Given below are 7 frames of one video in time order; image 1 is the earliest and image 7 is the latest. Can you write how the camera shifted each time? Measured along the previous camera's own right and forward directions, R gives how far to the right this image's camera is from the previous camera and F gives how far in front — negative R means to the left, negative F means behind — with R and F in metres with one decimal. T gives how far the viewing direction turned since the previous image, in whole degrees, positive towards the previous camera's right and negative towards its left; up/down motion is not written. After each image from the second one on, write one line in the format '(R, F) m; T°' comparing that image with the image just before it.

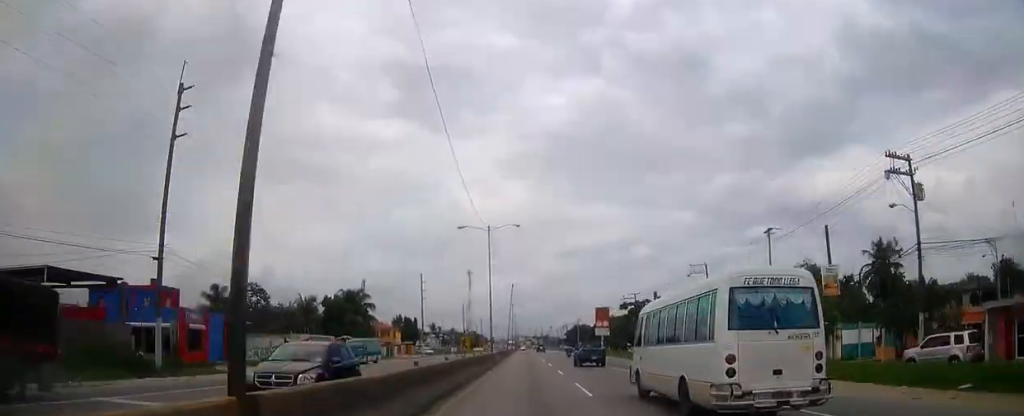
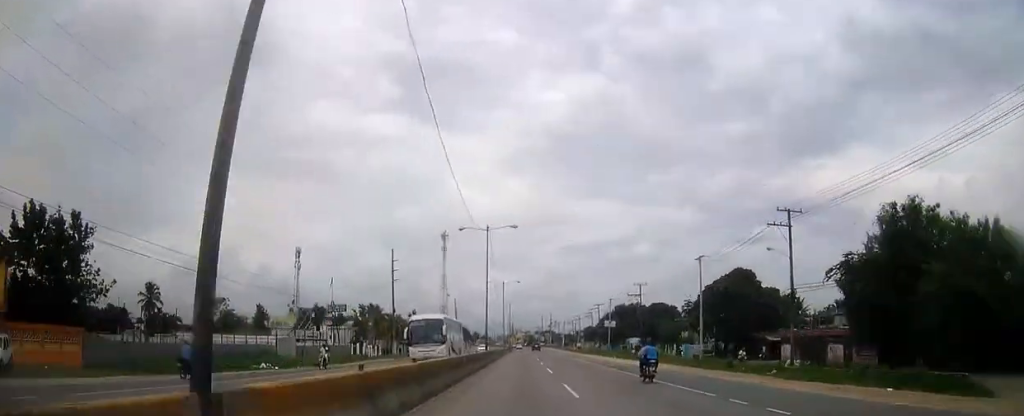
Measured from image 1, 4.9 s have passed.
(+0.1, +121.2) m; 0°
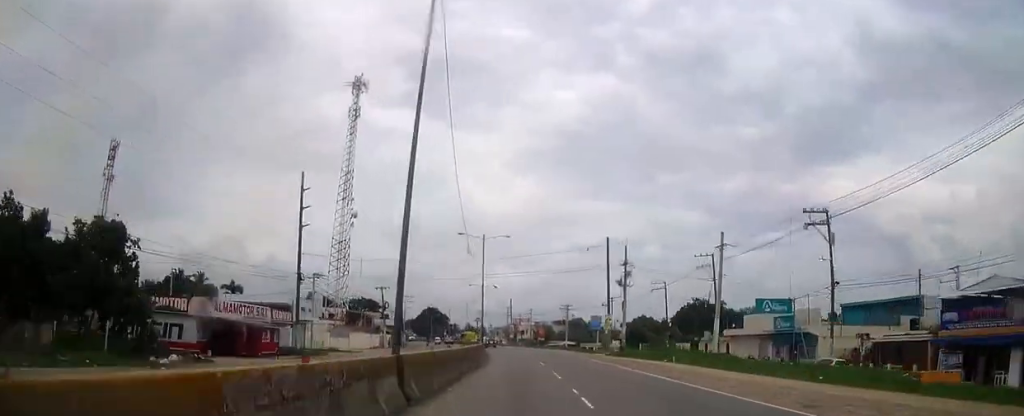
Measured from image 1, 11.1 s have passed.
(-1.0, +150.2) m; -2°
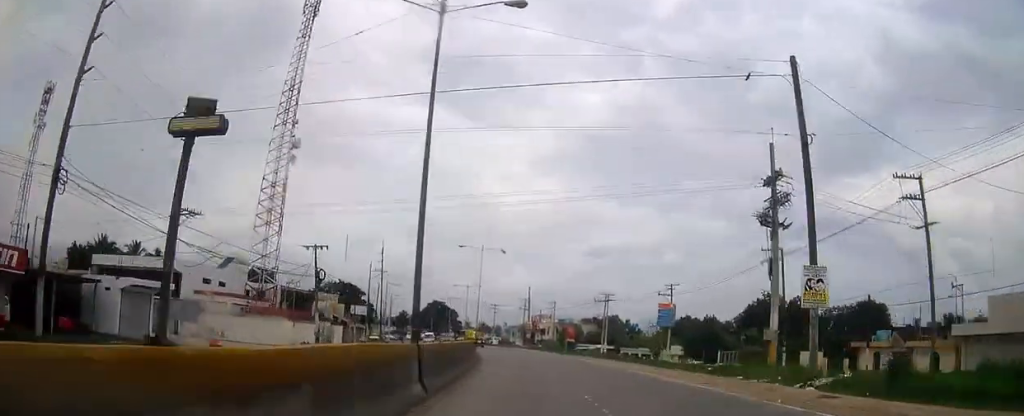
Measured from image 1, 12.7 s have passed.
(-0.7, +36.9) m; -2°
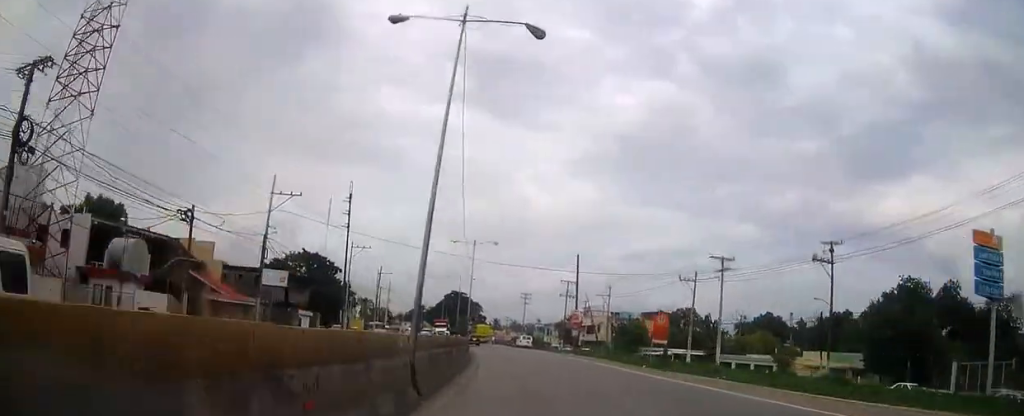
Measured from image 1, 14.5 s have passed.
(-0.7, +40.9) m; -3°
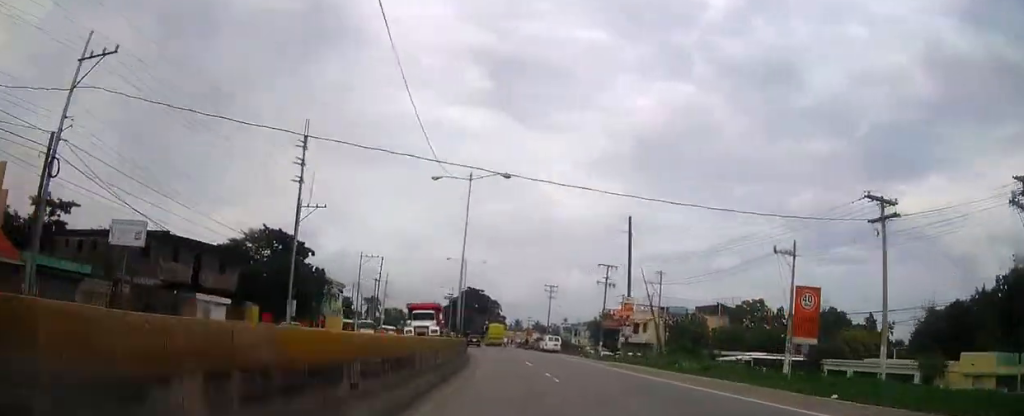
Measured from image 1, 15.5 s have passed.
(-0.2, +22.4) m; -2°
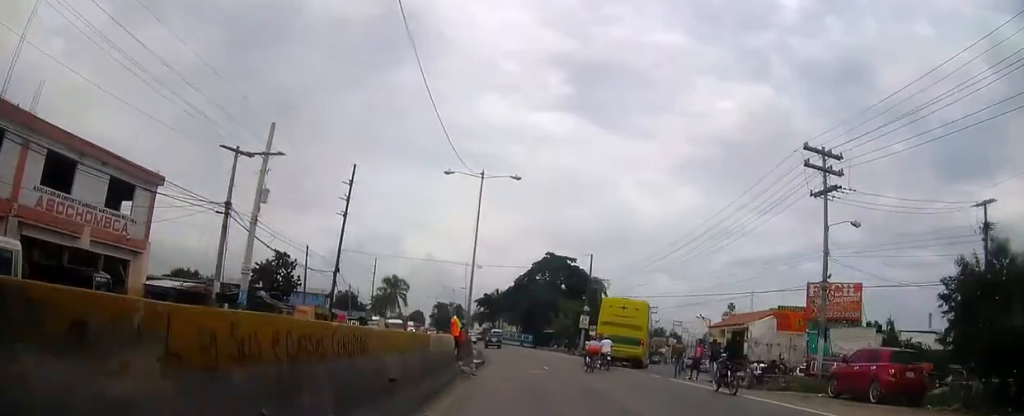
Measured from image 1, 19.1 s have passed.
(-4.8, +76.4) m; -8°
